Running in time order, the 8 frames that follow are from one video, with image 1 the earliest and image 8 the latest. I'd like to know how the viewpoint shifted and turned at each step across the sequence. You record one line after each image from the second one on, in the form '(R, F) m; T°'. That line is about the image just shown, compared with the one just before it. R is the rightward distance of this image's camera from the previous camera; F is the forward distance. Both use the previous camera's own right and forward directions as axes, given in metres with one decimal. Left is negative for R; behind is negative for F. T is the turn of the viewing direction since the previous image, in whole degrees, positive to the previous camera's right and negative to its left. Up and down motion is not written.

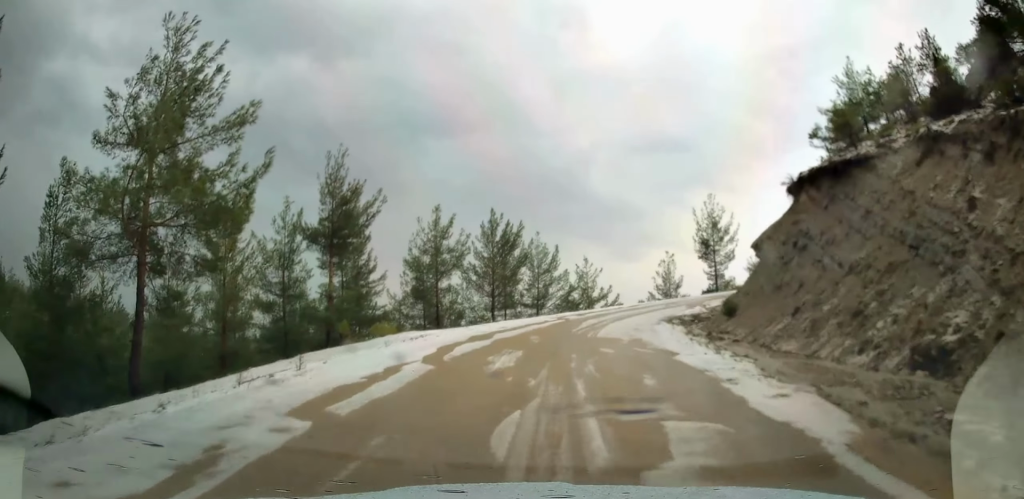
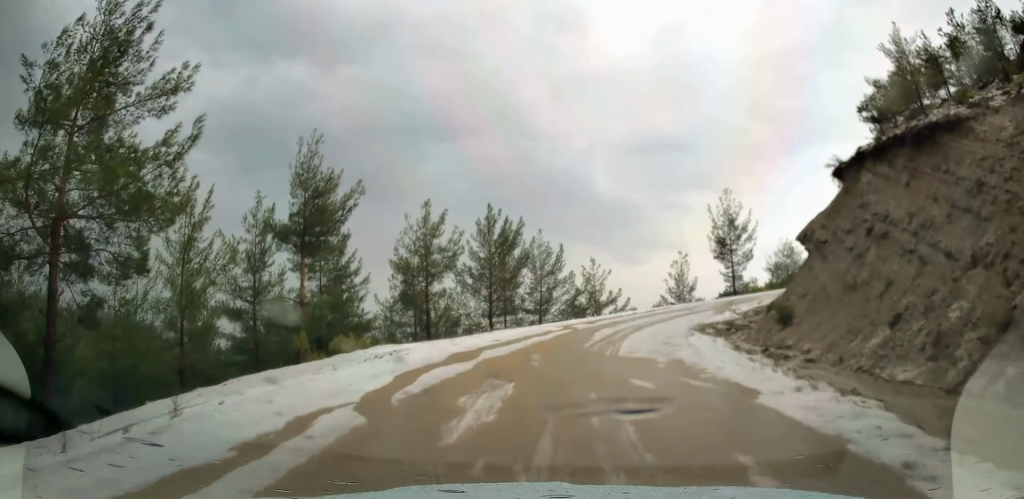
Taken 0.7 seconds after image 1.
(-0.2, +4.9) m; -1°
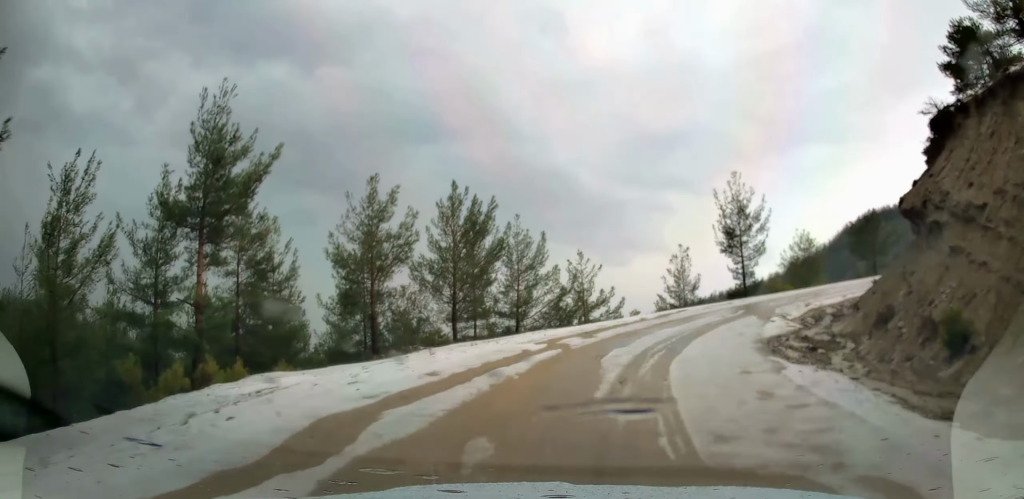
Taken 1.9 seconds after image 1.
(+0.3, +8.4) m; +7°
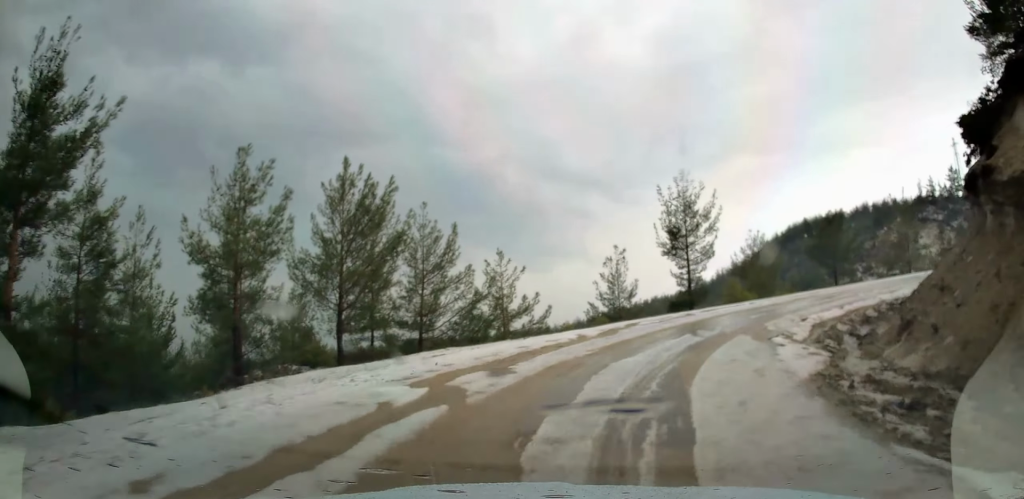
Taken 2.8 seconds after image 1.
(+0.4, +6.5) m; +7°
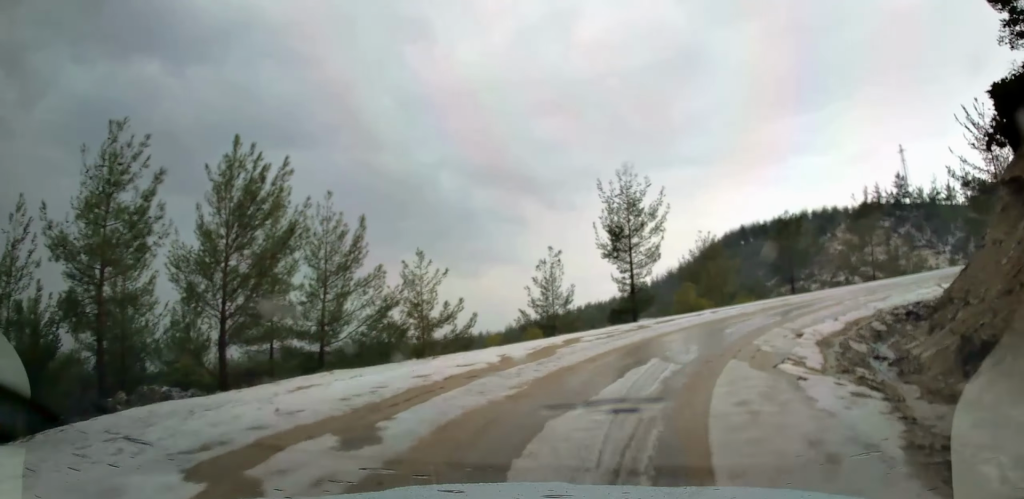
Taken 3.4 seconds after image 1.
(+0.2, +4.3) m; +7°
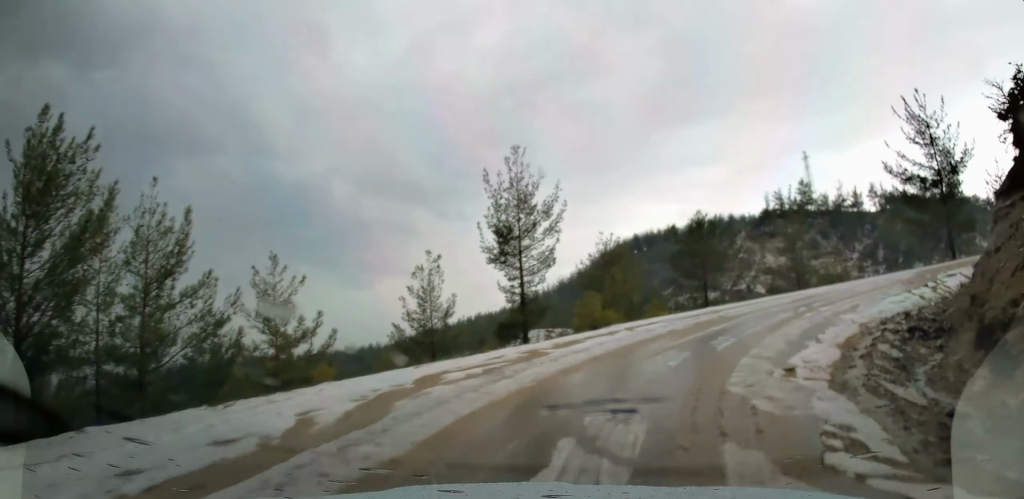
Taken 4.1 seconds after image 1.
(+0.3, +5.2) m; +10°
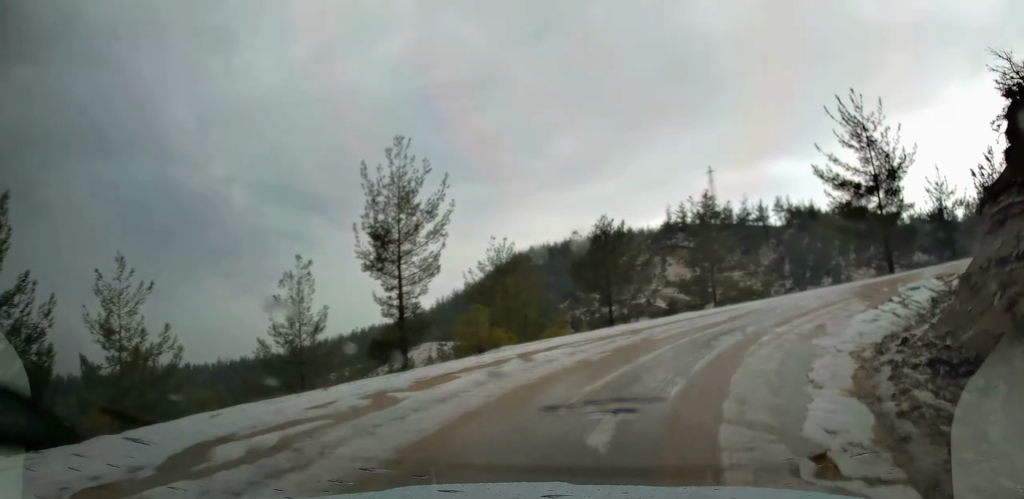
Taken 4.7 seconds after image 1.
(+0.2, +4.3) m; +10°
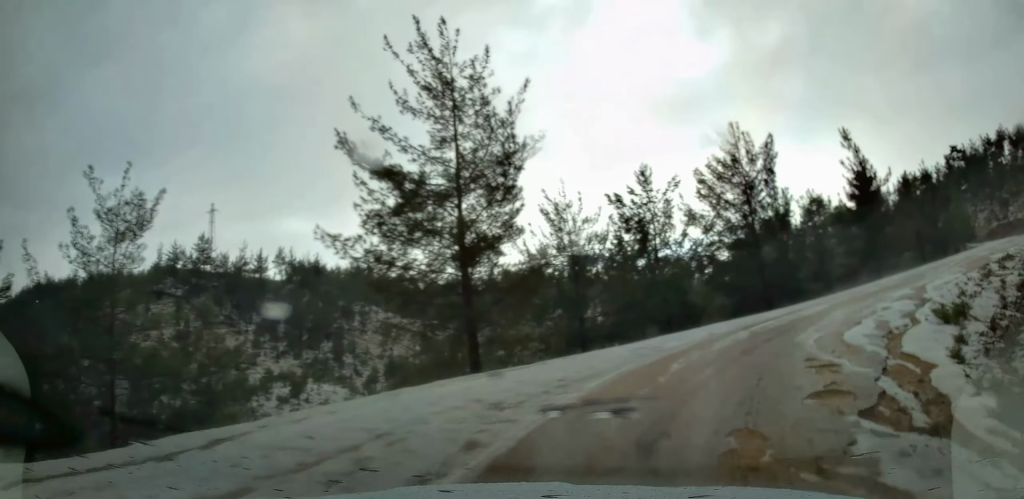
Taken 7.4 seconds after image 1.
(+8.4, +16.3) m; +54°
